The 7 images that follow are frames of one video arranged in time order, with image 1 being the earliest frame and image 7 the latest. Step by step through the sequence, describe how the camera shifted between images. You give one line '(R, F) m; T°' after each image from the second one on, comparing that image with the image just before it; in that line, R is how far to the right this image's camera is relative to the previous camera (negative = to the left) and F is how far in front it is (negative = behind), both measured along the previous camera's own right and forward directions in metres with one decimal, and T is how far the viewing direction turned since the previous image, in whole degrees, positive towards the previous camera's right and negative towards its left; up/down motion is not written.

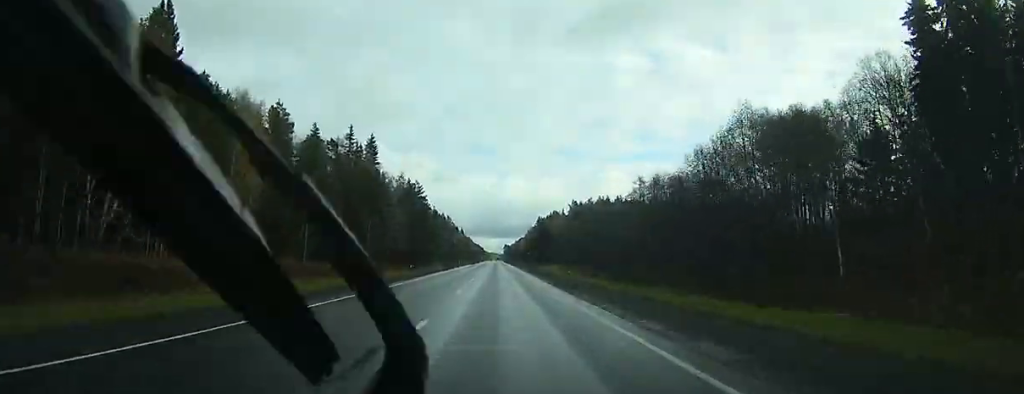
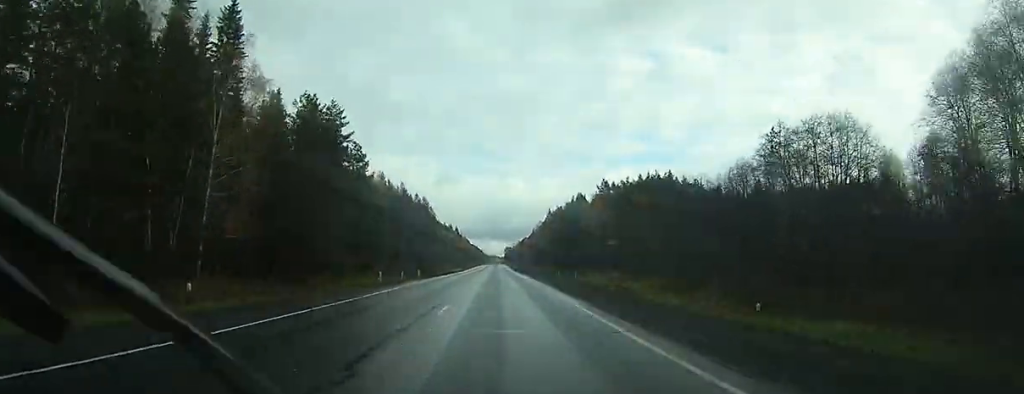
(-2.7, +75.9) m; -3°
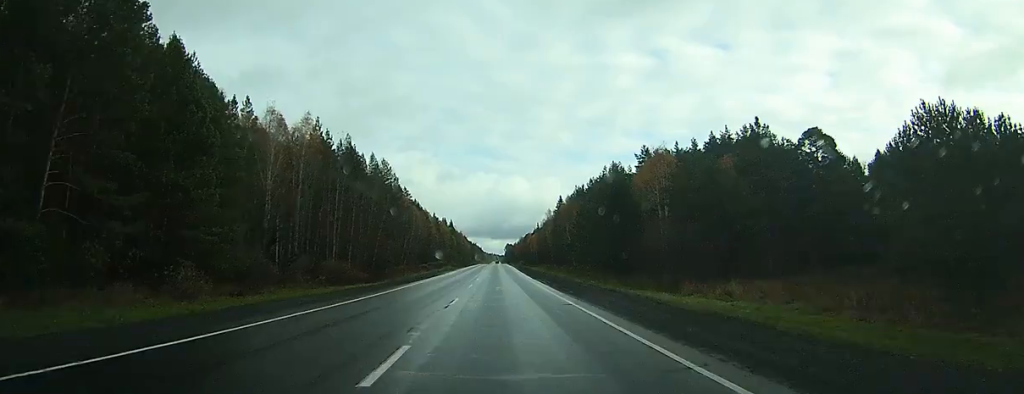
(-0.5, +63.0) m; 0°
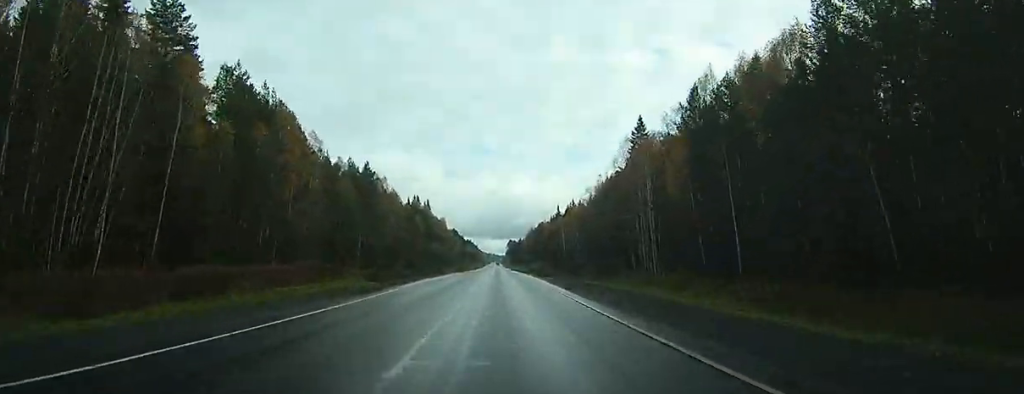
(+3.4, +165.0) m; +1°
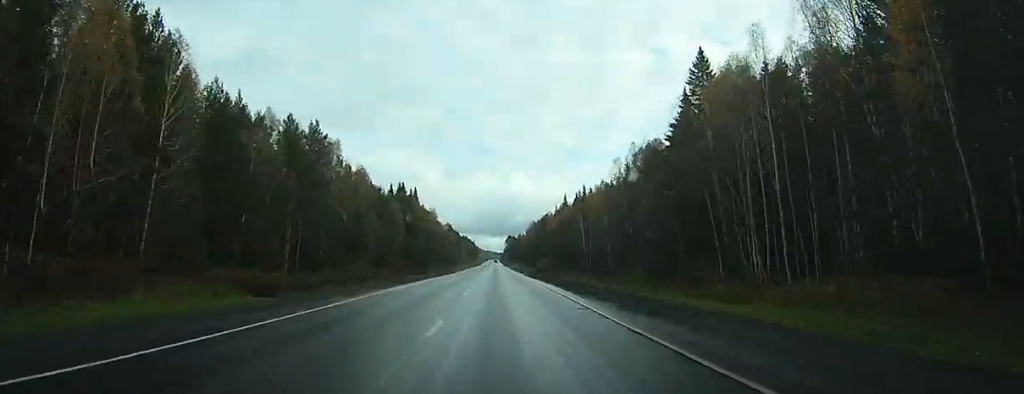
(0.0, +39.0) m; 0°
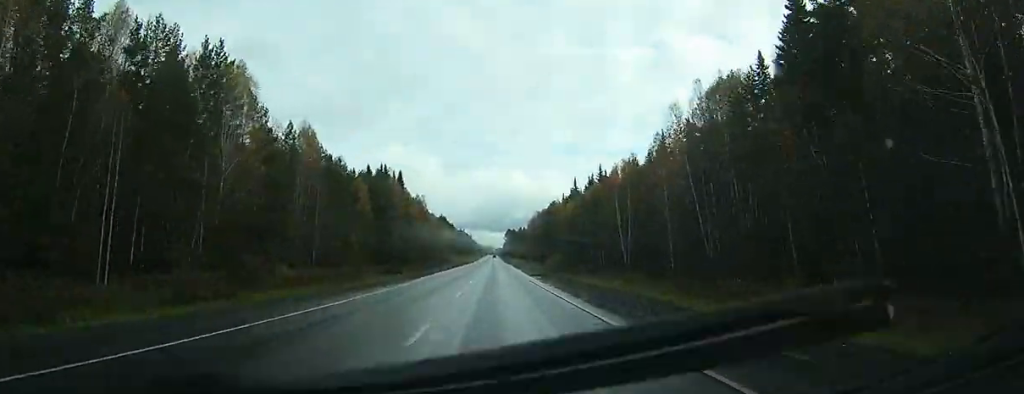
(-0.1, +35.5) m; 0°
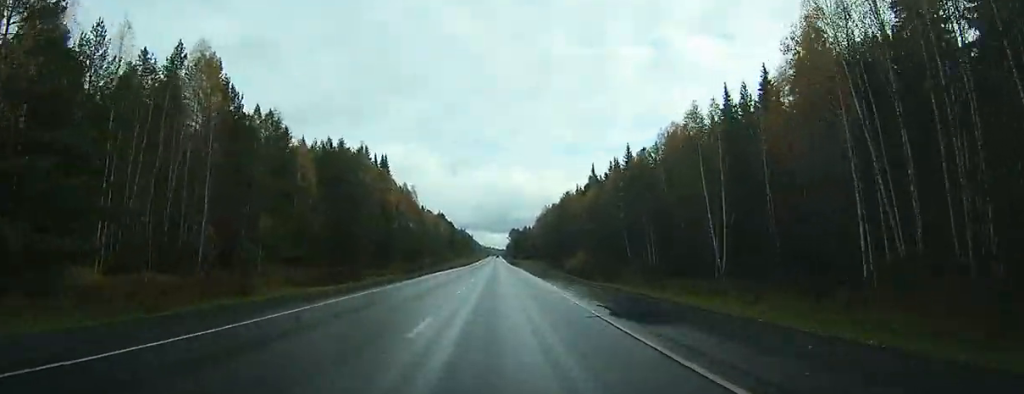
(-0.1, +33.6) m; -1°
